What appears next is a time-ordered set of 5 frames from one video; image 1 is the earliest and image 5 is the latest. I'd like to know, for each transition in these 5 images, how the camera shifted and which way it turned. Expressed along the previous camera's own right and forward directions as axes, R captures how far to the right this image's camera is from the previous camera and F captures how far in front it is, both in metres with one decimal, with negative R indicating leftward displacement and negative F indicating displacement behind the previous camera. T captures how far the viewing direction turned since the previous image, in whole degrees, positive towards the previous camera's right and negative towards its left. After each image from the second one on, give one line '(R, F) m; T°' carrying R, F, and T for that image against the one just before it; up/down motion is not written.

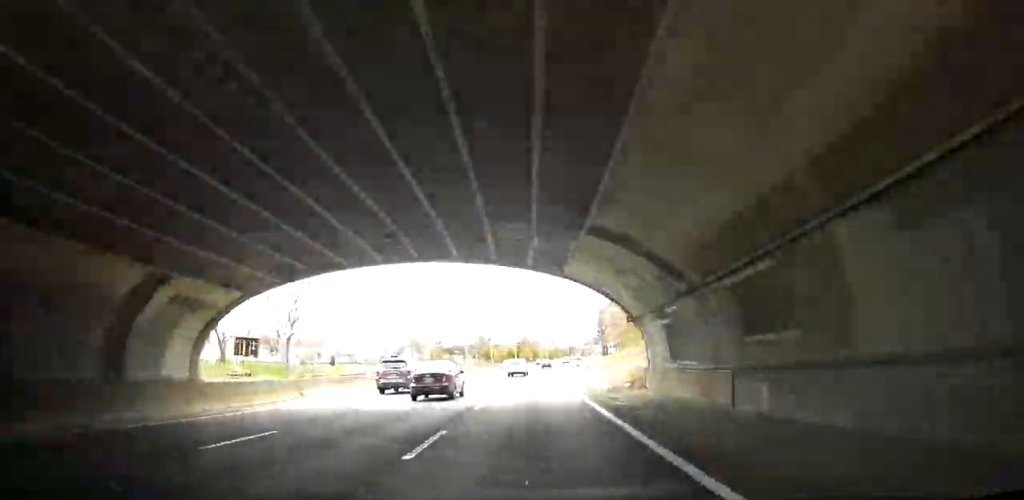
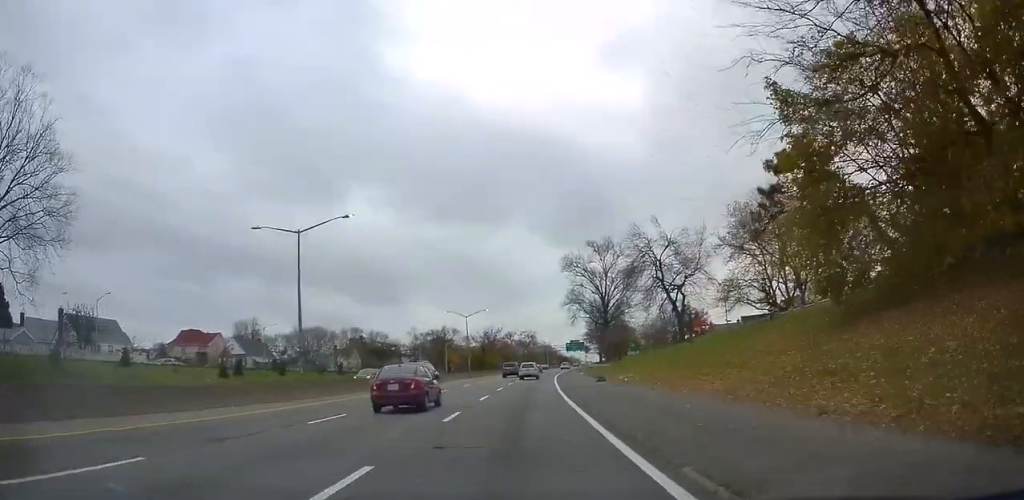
(+0.6, +52.6) m; +3°
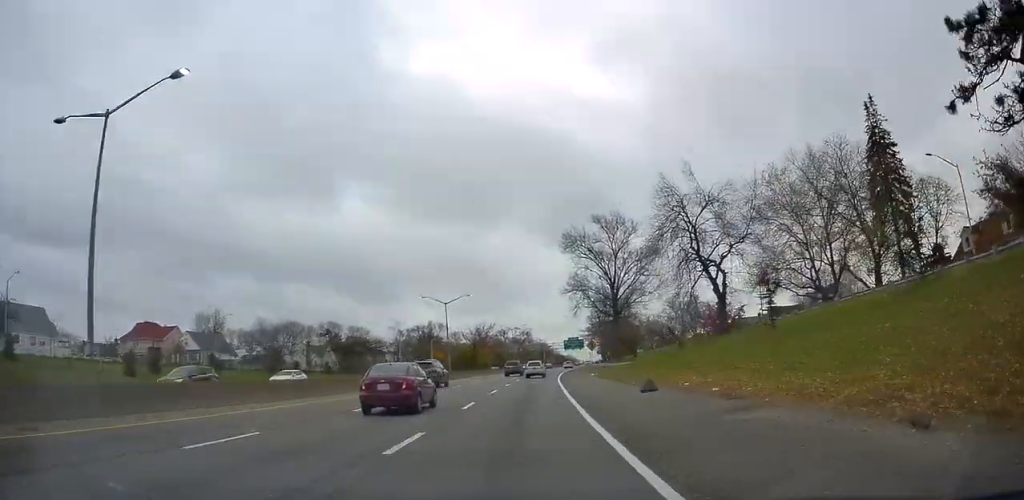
(+0.2, +15.7) m; +1°
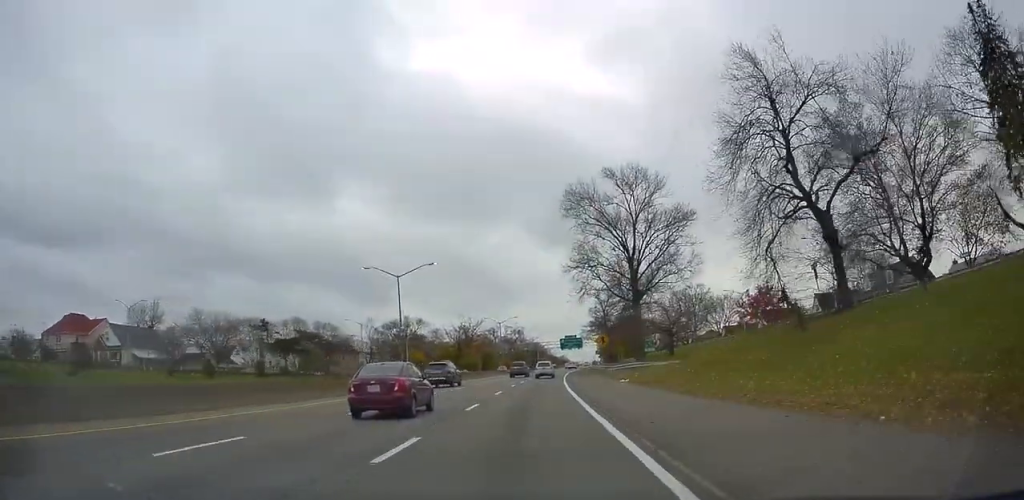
(+0.2, +20.5) m; +1°
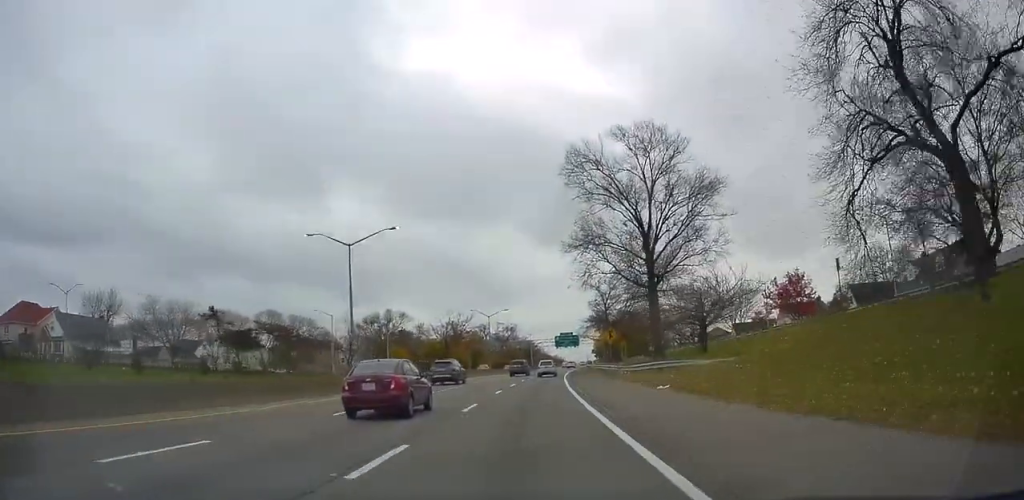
(+0.1, +11.1) m; +1°
